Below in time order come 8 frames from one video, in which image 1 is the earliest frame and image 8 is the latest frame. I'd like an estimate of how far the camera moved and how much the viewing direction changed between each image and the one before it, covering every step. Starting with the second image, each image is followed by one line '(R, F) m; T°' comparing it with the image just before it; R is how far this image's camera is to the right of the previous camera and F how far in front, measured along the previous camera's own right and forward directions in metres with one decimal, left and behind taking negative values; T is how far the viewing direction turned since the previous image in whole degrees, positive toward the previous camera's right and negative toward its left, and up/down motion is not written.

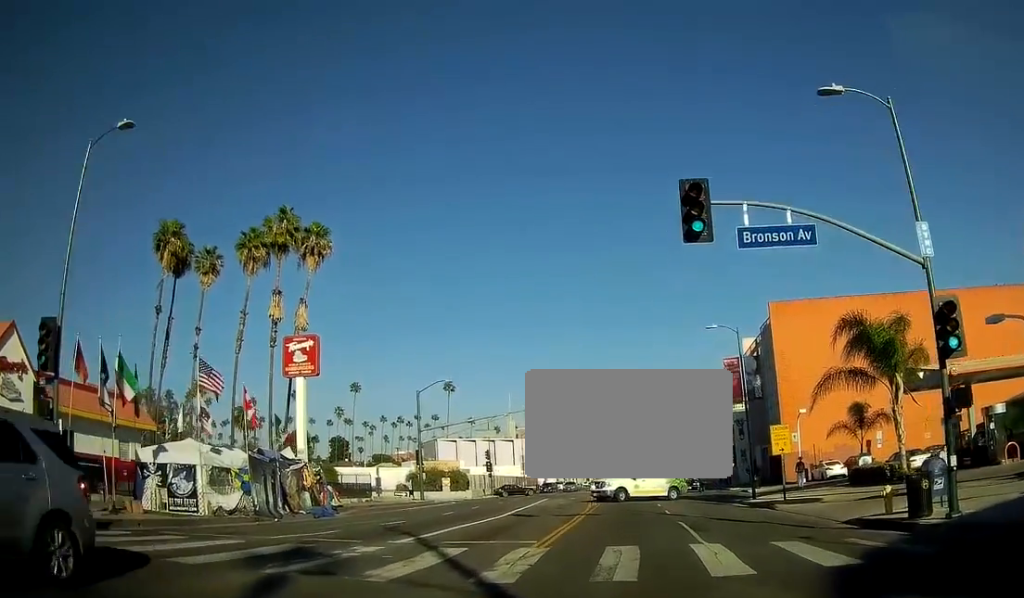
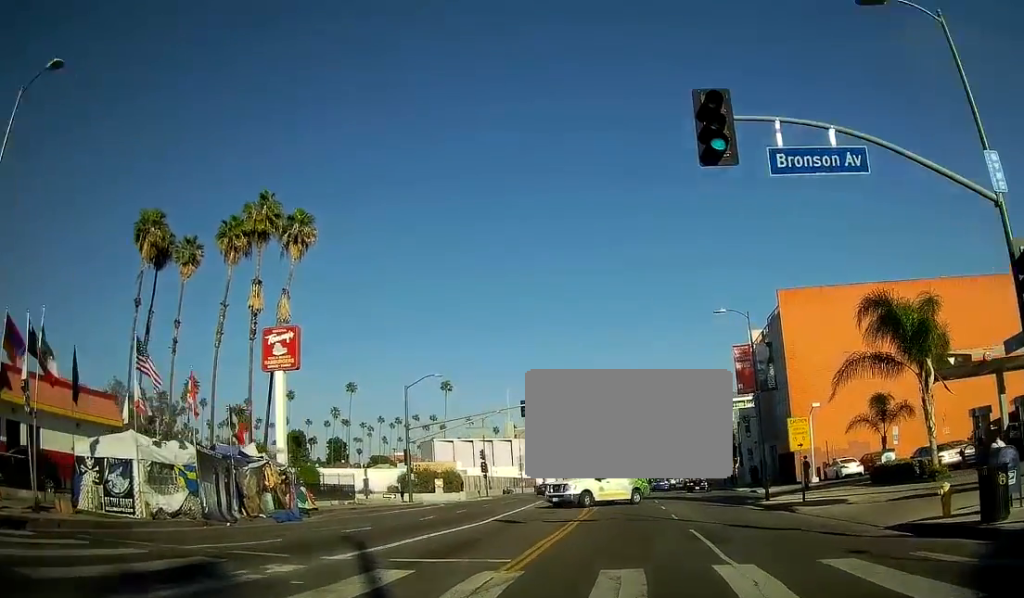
(0.0, +3.6) m; 0°
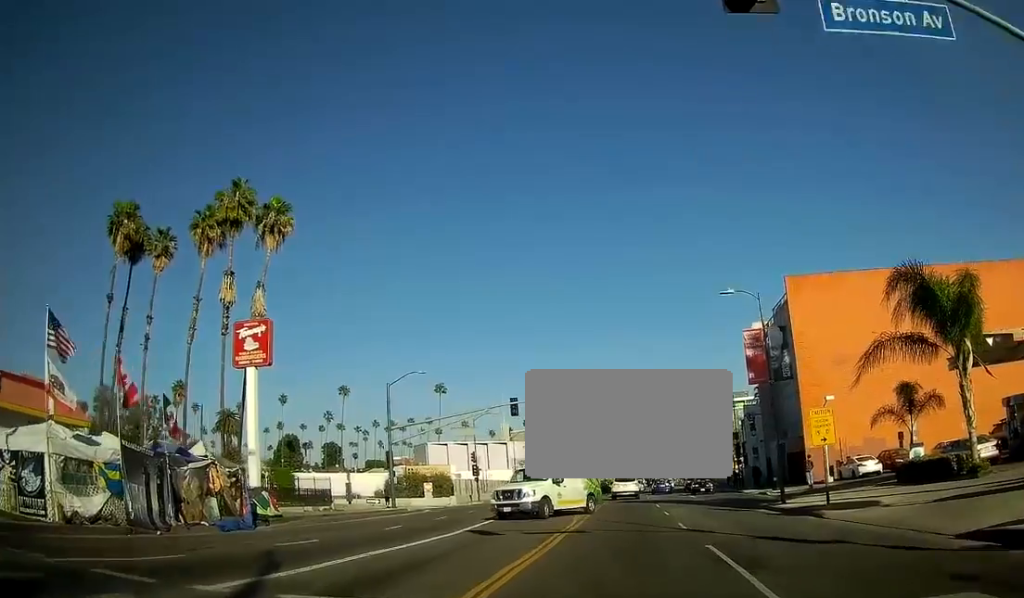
(0.0, +3.7) m; 0°
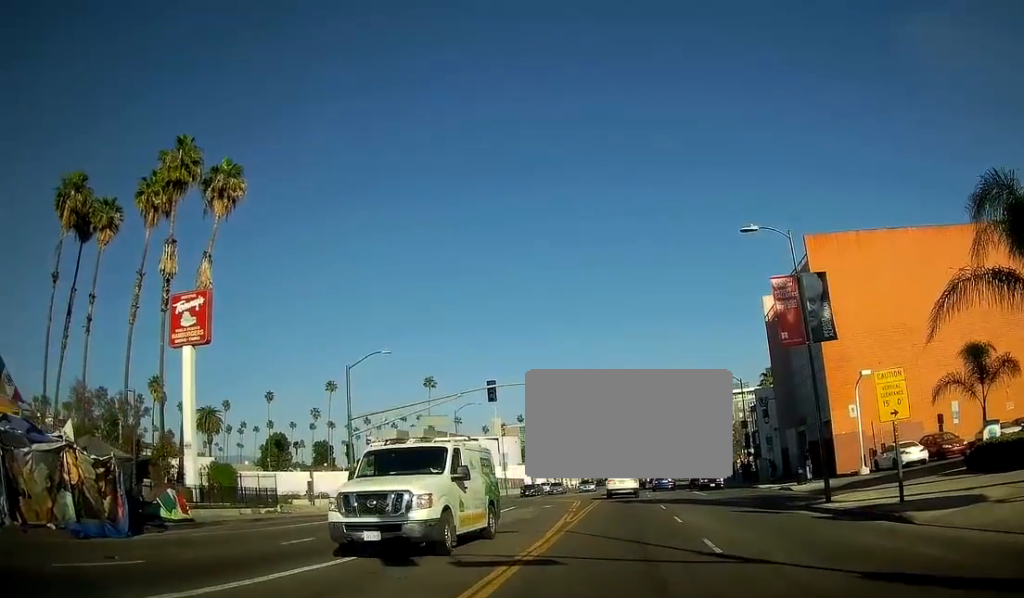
(0.0, +8.1) m; 0°
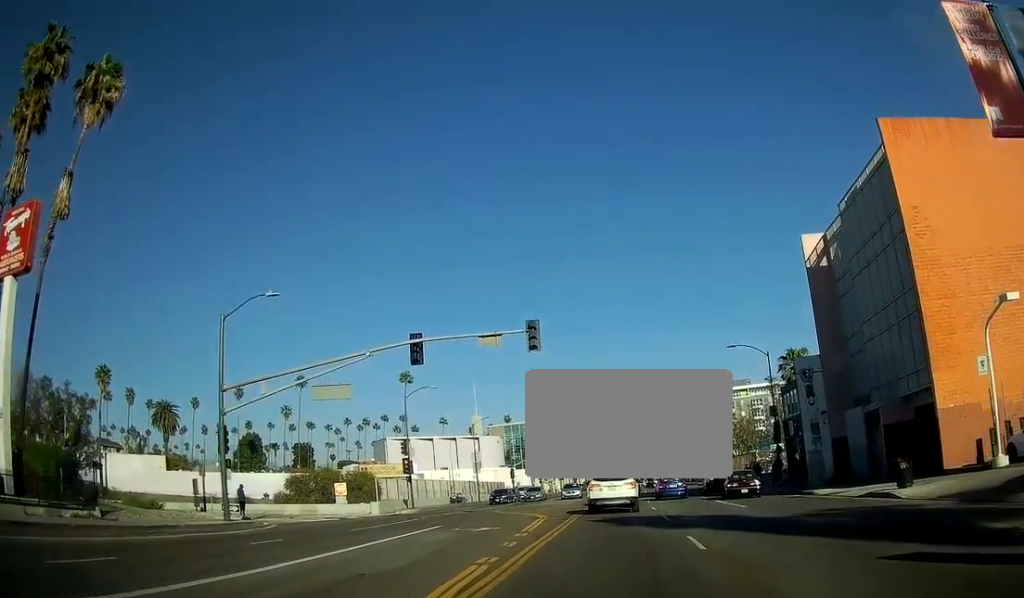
(0.0, +16.5) m; 0°
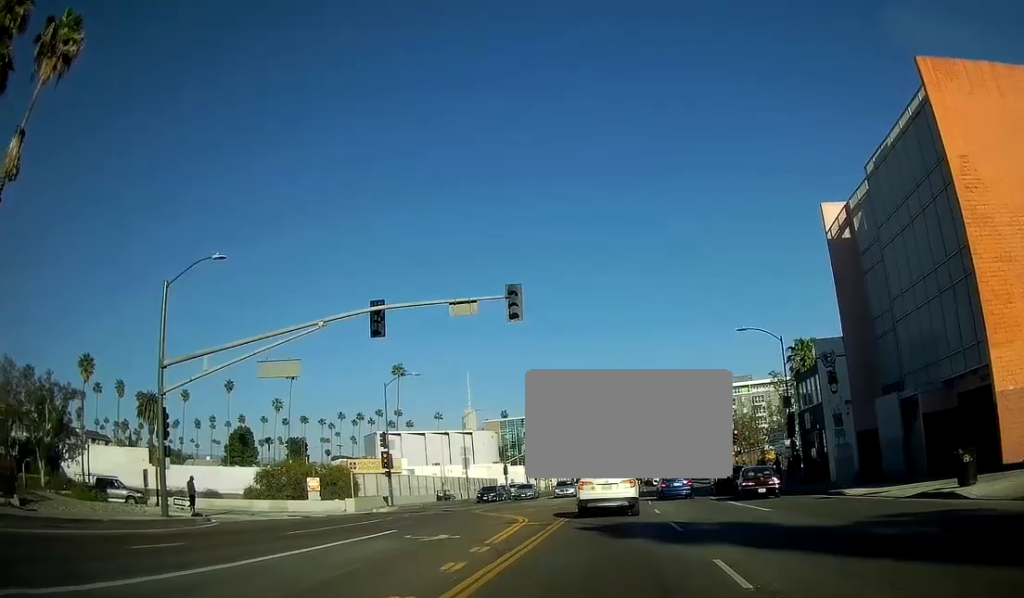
(0.0, +5.5) m; 0°
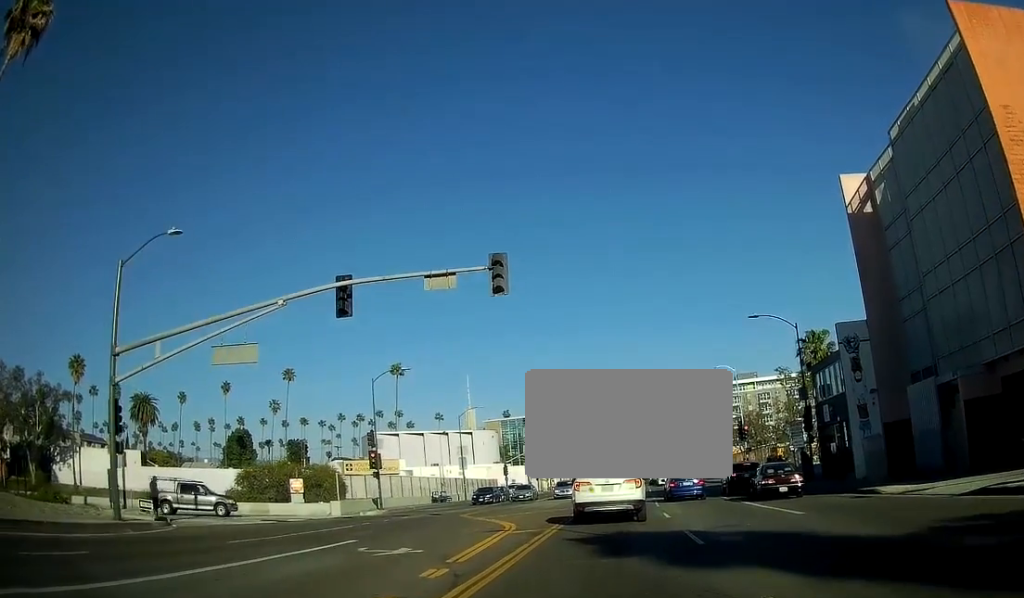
(0.0, +3.4) m; 0°
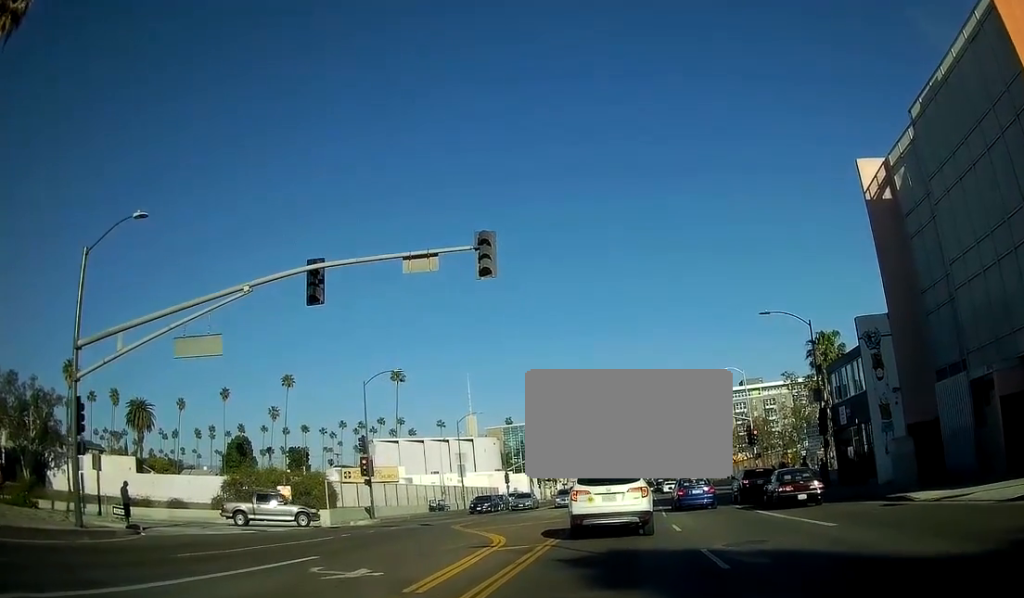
(0.0, +2.3) m; -1°
